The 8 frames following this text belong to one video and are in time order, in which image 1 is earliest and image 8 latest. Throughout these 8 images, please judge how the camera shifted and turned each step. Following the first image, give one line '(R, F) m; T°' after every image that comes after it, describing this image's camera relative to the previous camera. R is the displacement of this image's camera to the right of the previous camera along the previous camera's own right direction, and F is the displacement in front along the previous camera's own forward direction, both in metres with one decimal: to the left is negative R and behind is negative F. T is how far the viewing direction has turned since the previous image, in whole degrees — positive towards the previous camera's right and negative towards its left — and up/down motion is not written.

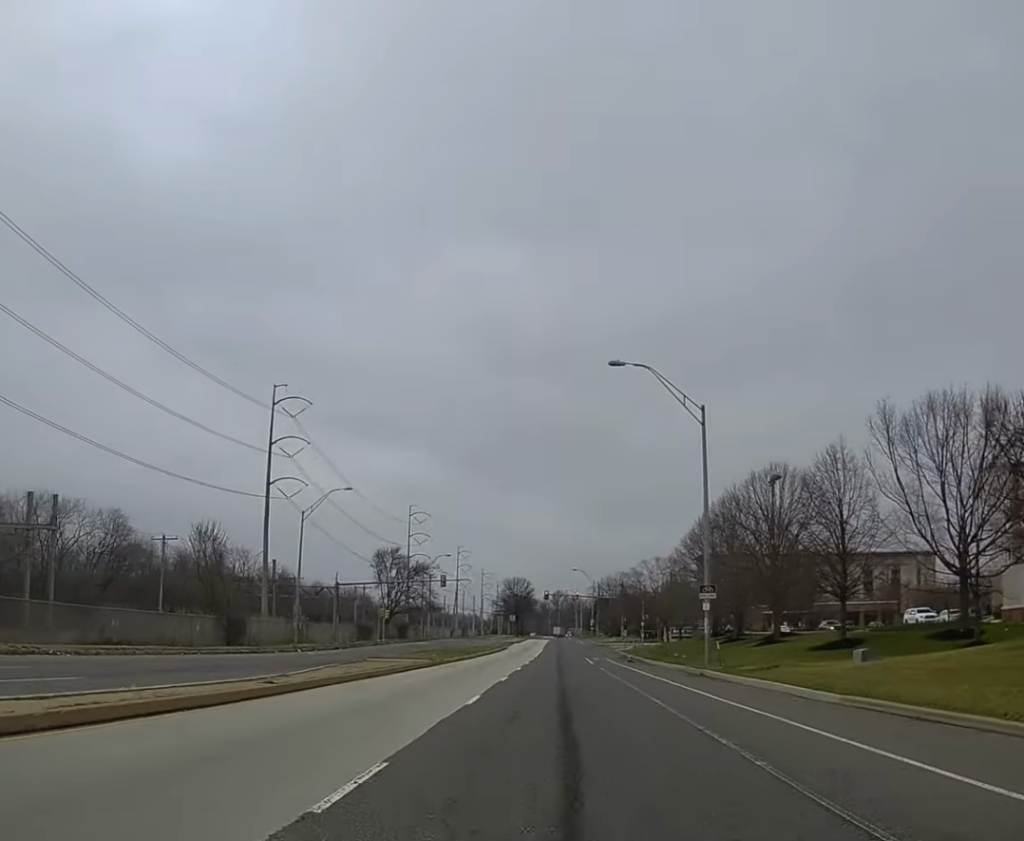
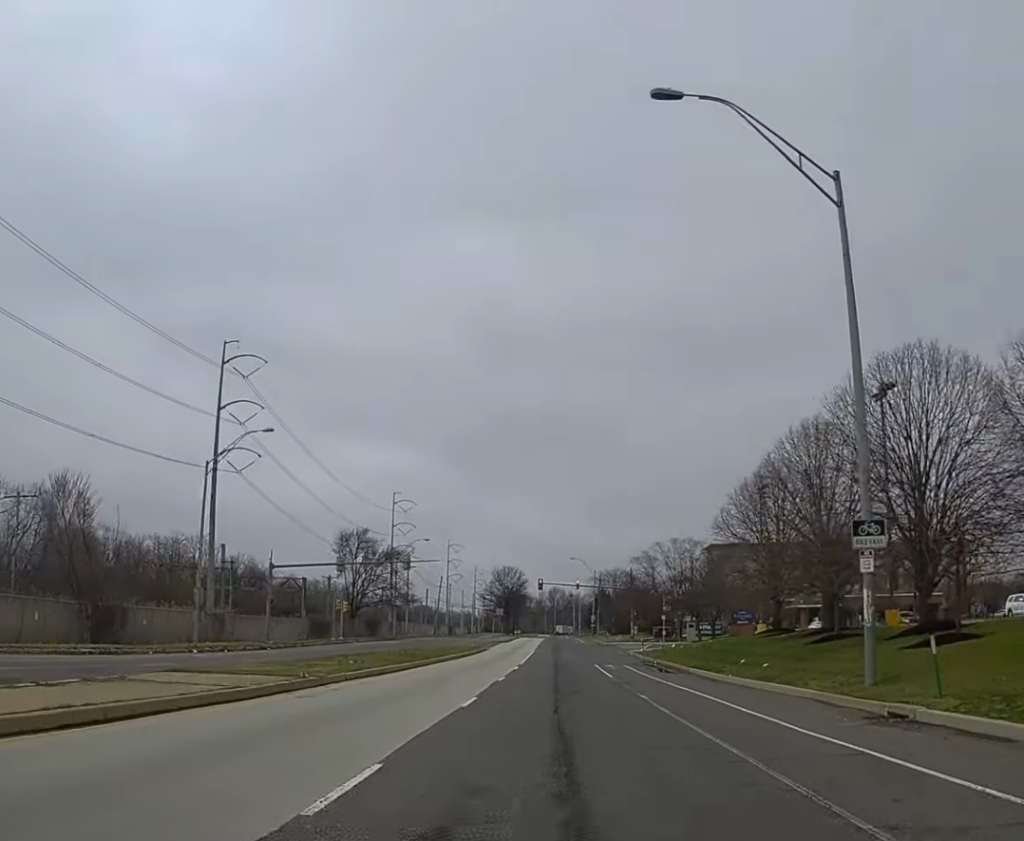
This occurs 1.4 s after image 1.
(-0.2, +25.7) m; 0°
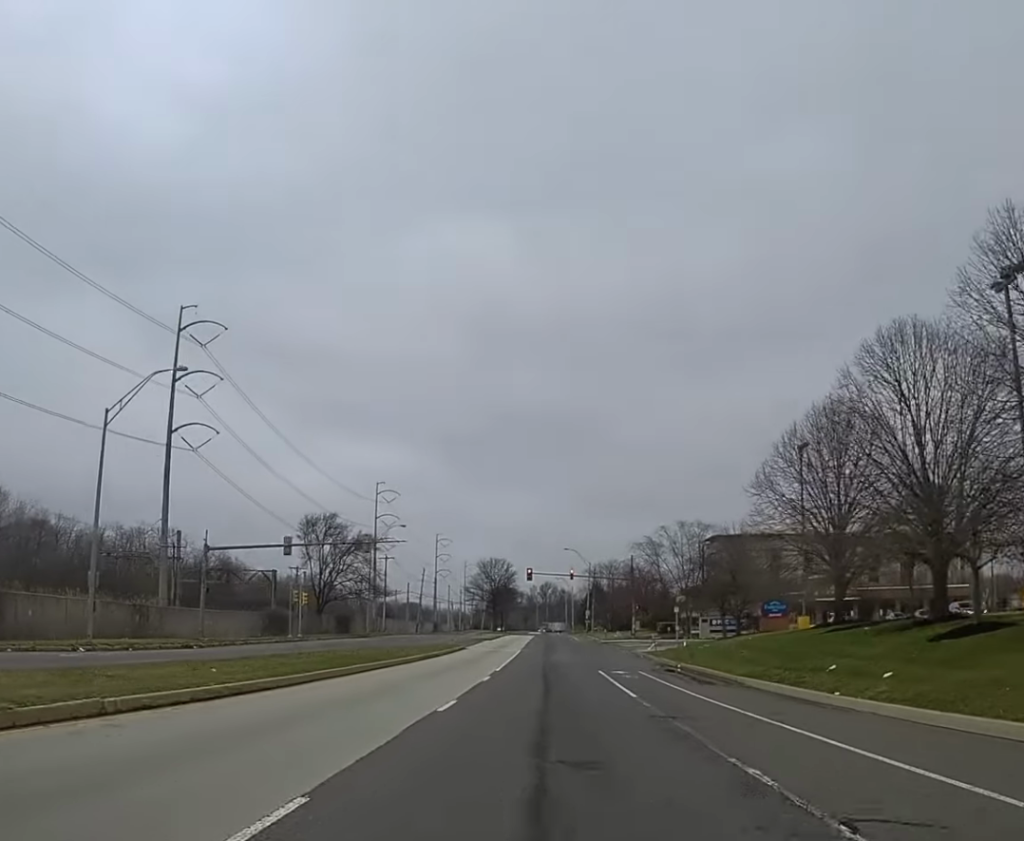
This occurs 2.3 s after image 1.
(0.0, +15.6) m; +1°
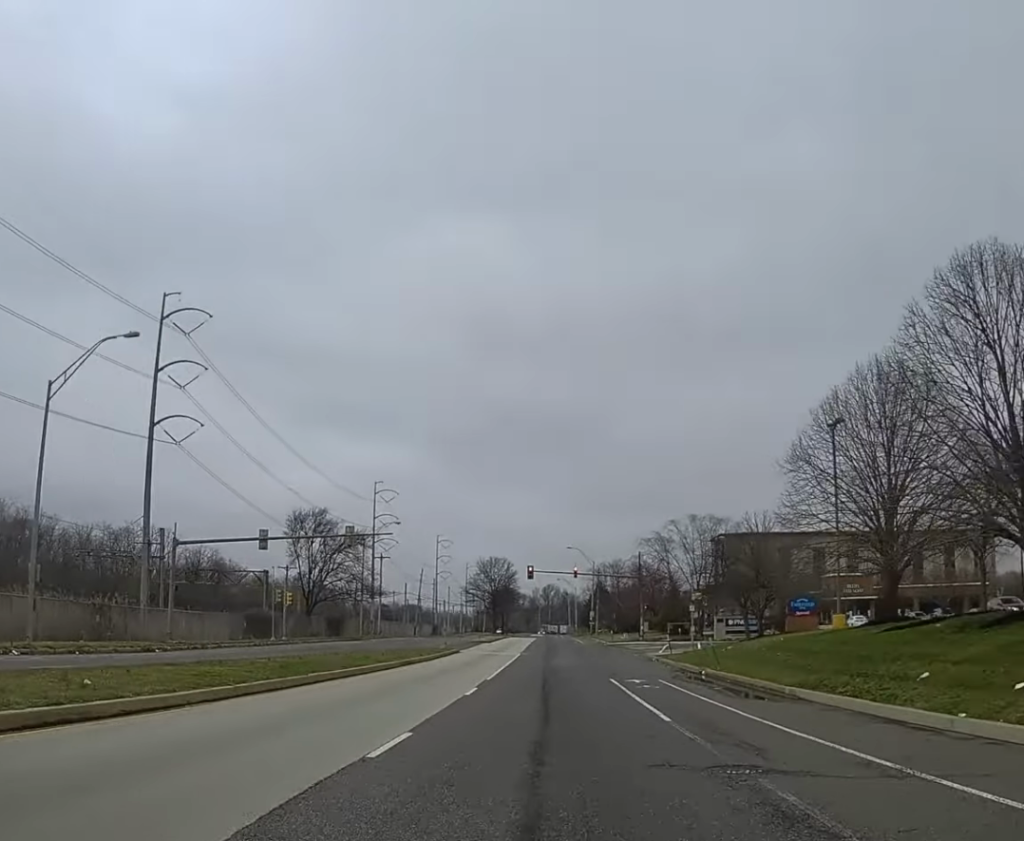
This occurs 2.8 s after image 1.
(+0.1, +7.1) m; 0°
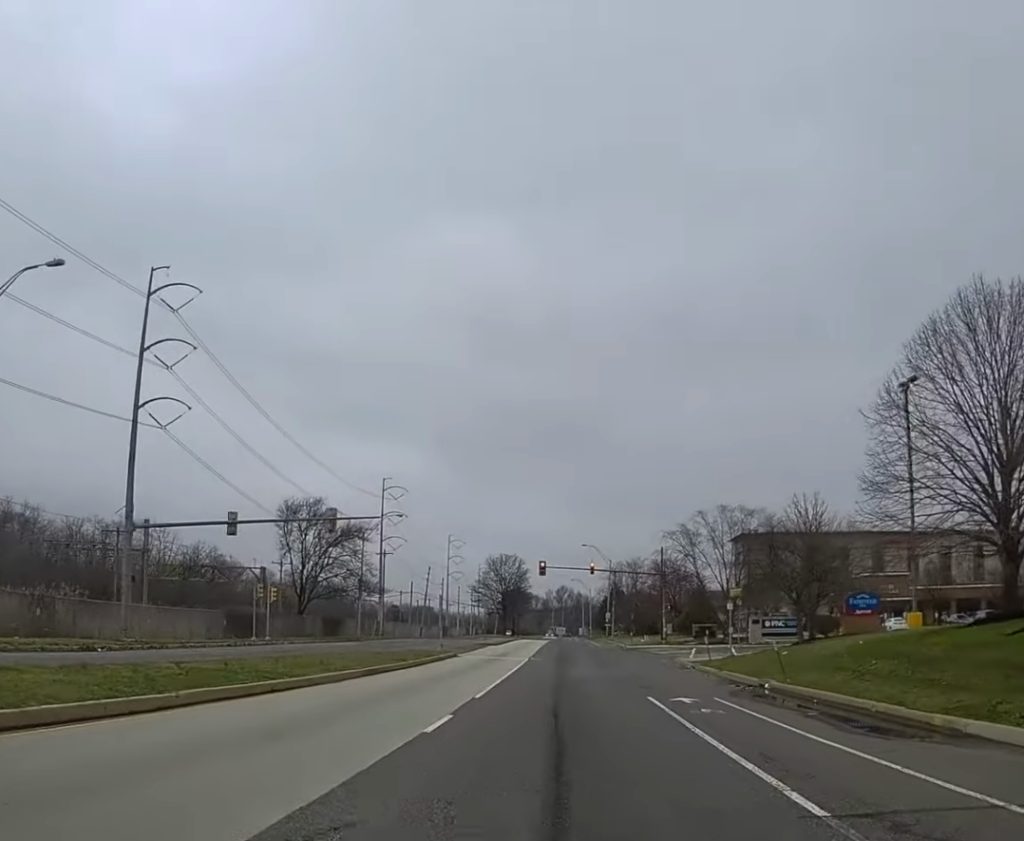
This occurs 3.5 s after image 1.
(0.0, +10.0) m; 0°
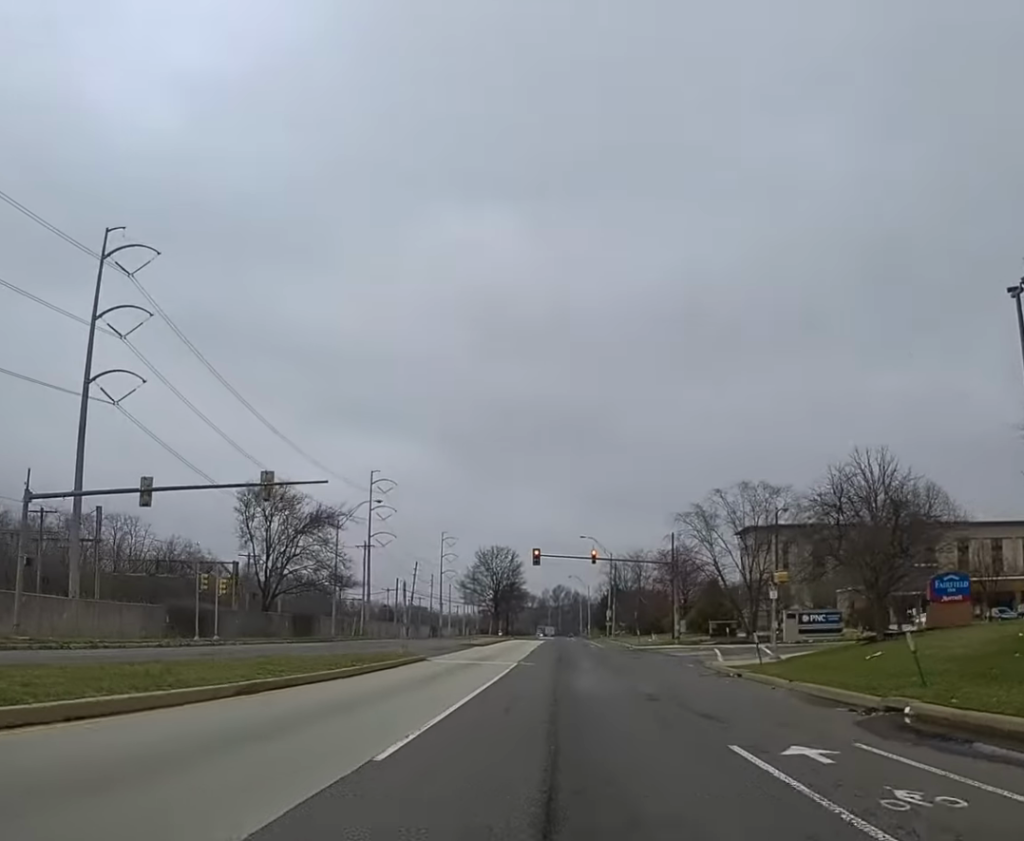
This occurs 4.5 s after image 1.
(-0.1, +13.1) m; 0°
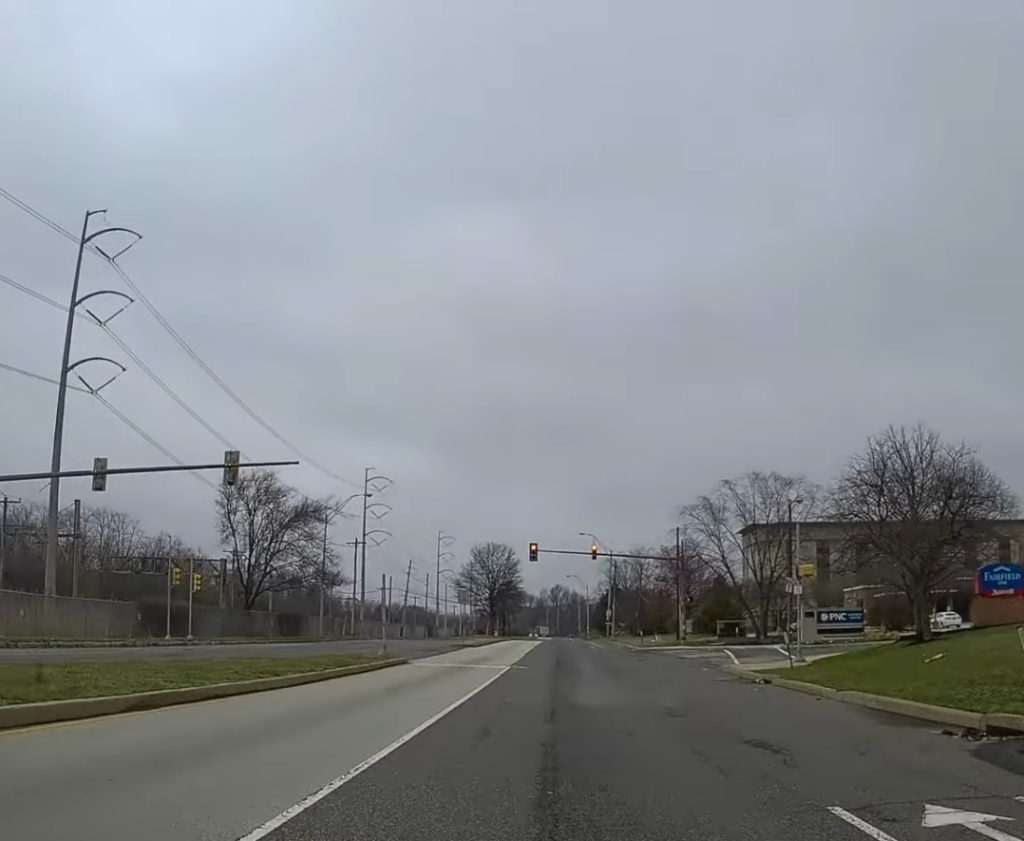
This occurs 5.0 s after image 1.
(+0.1, +5.4) m; 0°
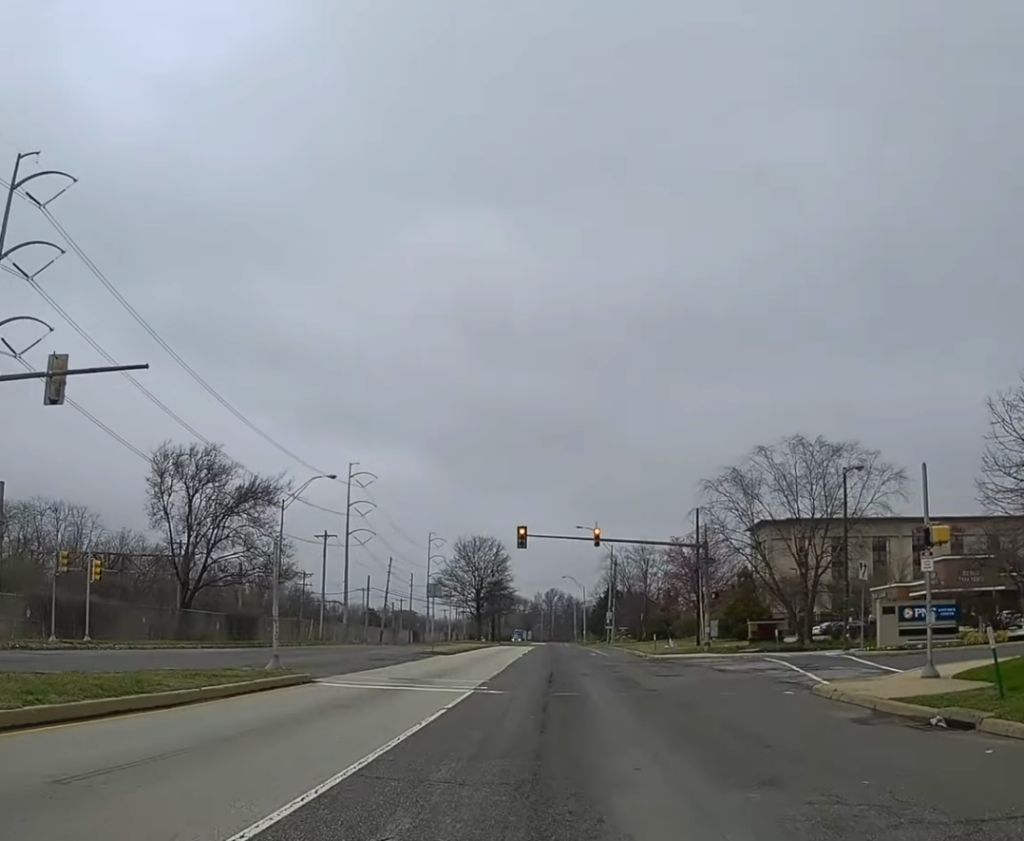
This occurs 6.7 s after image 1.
(-0.1, +15.8) m; 0°
